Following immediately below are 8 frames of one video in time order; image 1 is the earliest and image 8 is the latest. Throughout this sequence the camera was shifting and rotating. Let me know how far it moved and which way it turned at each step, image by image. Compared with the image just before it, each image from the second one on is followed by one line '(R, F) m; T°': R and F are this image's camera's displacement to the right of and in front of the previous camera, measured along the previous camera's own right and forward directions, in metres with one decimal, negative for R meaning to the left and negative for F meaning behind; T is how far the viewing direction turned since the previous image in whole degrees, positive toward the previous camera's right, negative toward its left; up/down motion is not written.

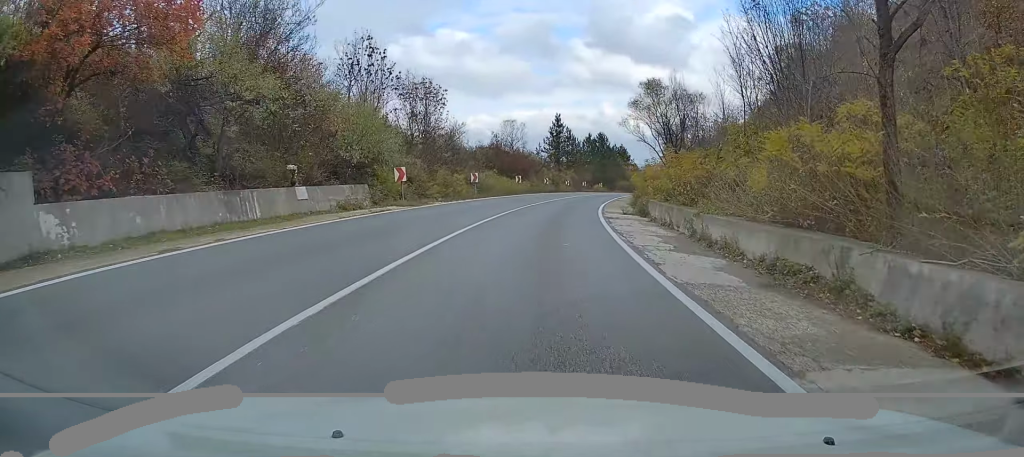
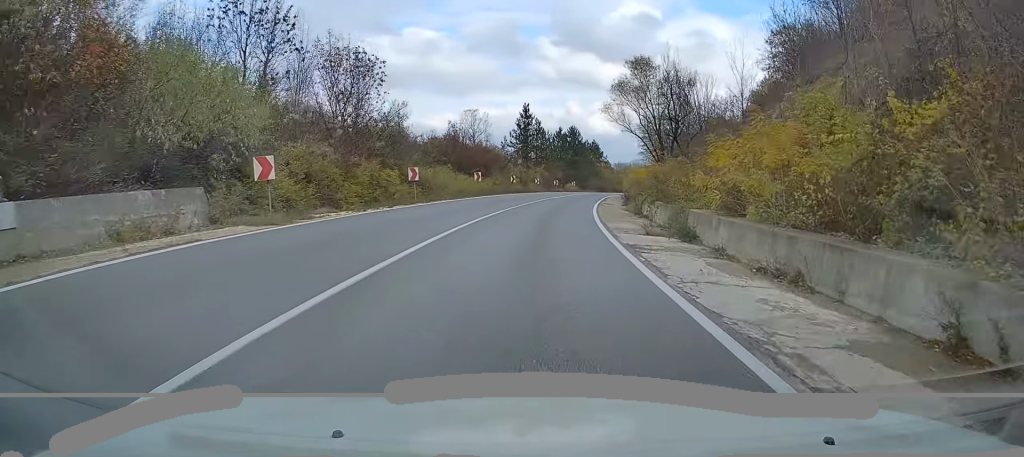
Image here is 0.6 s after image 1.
(0.0, +12.0) m; +3°
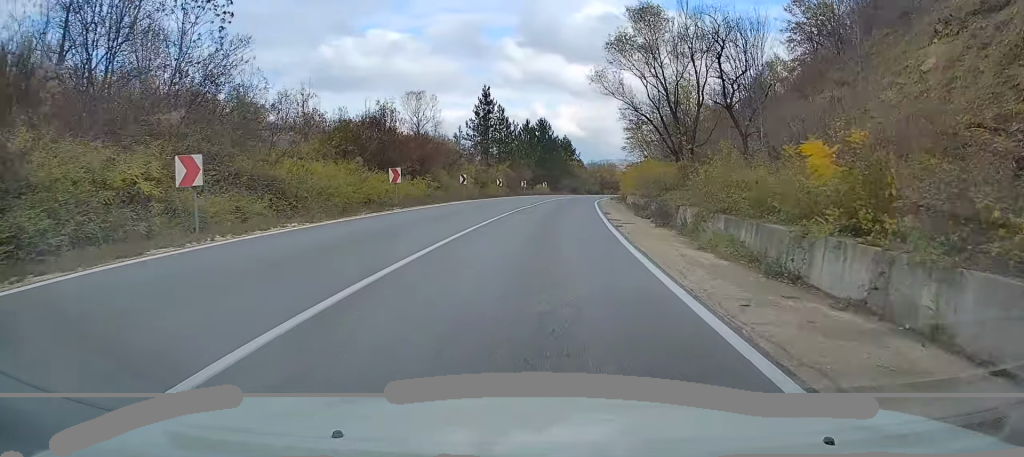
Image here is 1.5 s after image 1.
(+1.0, +19.0) m; +4°
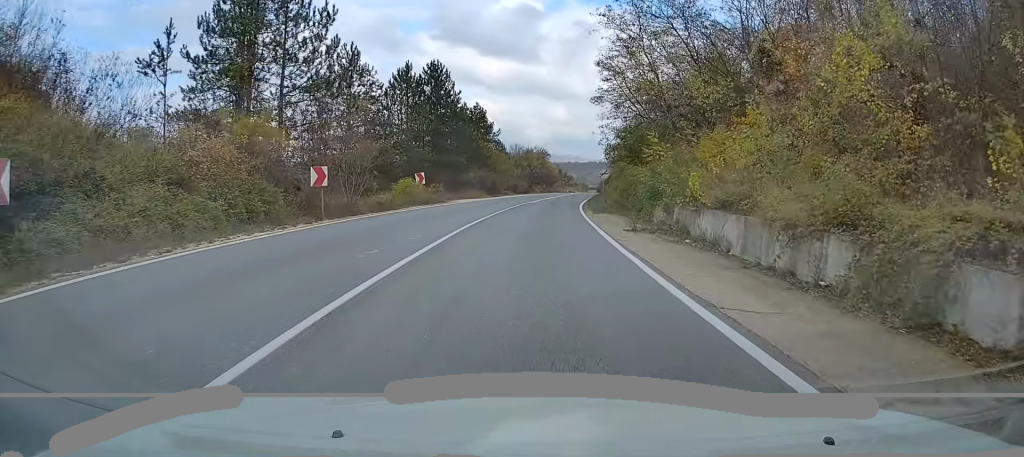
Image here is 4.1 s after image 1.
(+1.5, +52.0) m; +6°
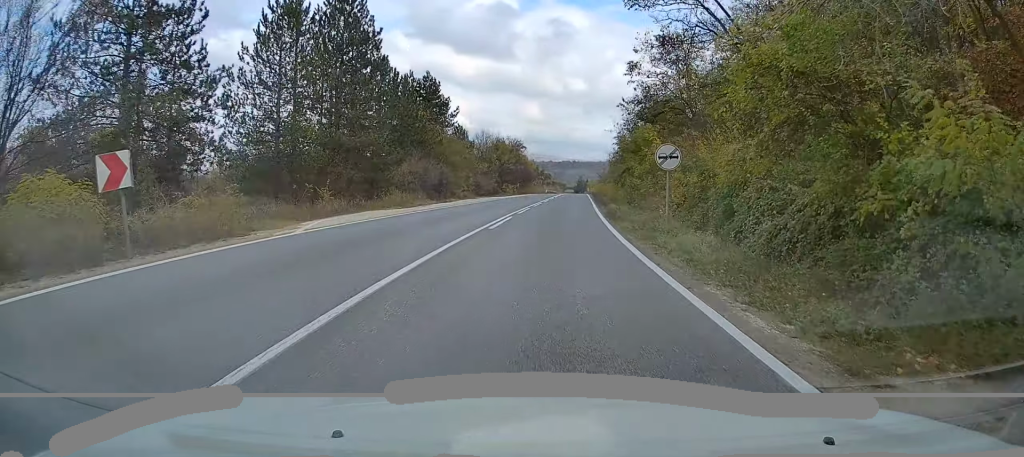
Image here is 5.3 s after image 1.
(+1.2, +26.0) m; +4°
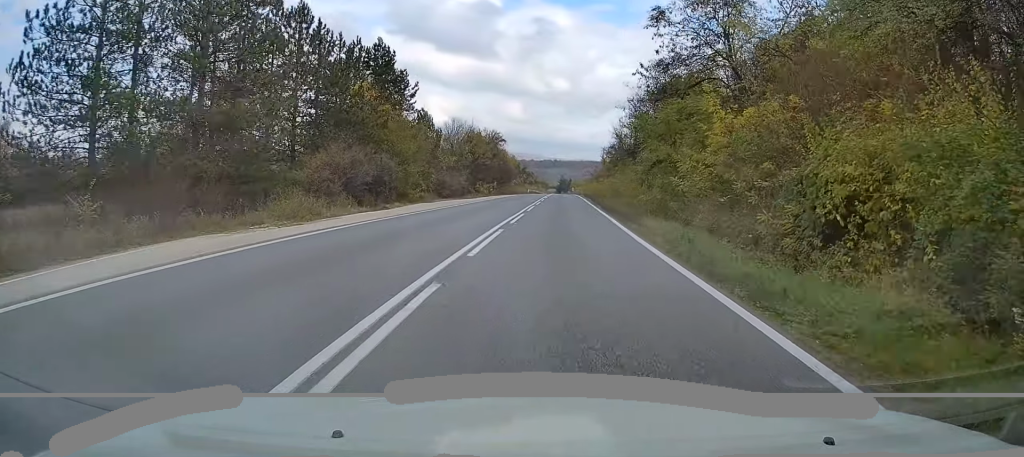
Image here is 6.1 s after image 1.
(+0.3, +15.7) m; +1°
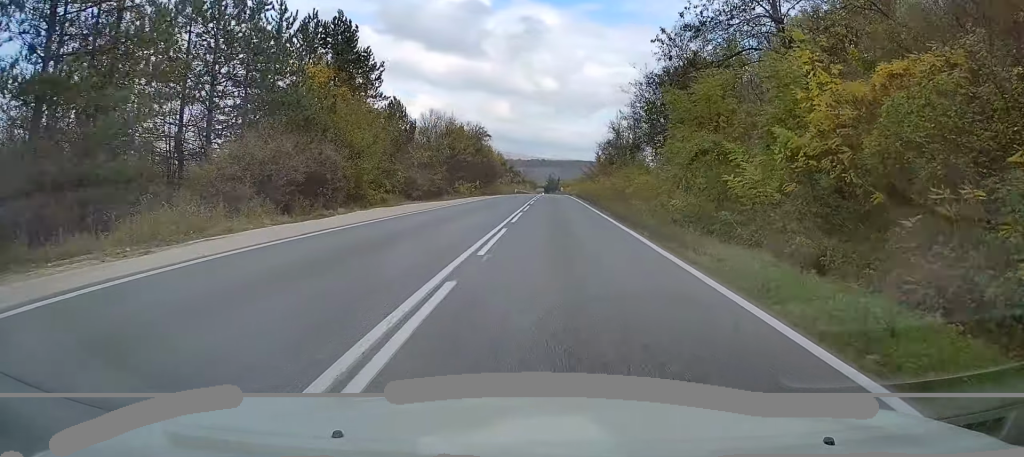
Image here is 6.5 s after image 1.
(+0.1, +8.9) m; +1°
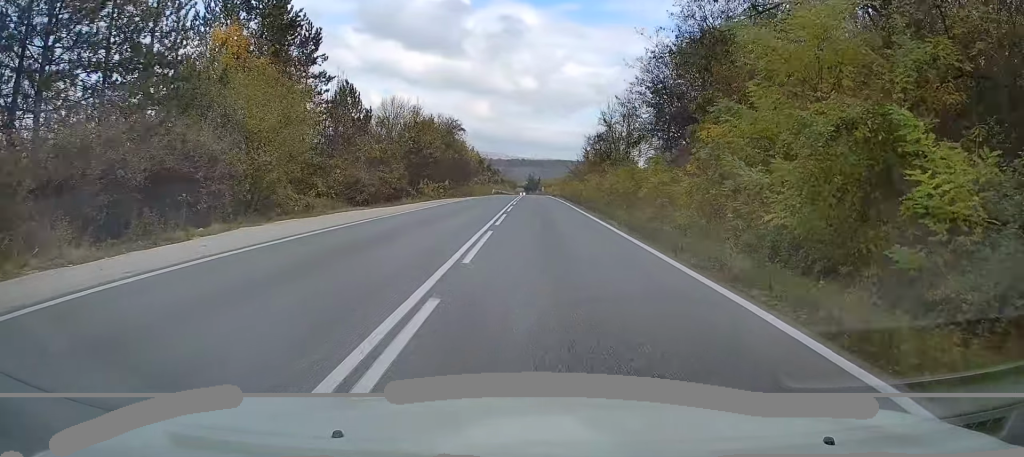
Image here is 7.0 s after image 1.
(+0.1, +10.2) m; +1°
